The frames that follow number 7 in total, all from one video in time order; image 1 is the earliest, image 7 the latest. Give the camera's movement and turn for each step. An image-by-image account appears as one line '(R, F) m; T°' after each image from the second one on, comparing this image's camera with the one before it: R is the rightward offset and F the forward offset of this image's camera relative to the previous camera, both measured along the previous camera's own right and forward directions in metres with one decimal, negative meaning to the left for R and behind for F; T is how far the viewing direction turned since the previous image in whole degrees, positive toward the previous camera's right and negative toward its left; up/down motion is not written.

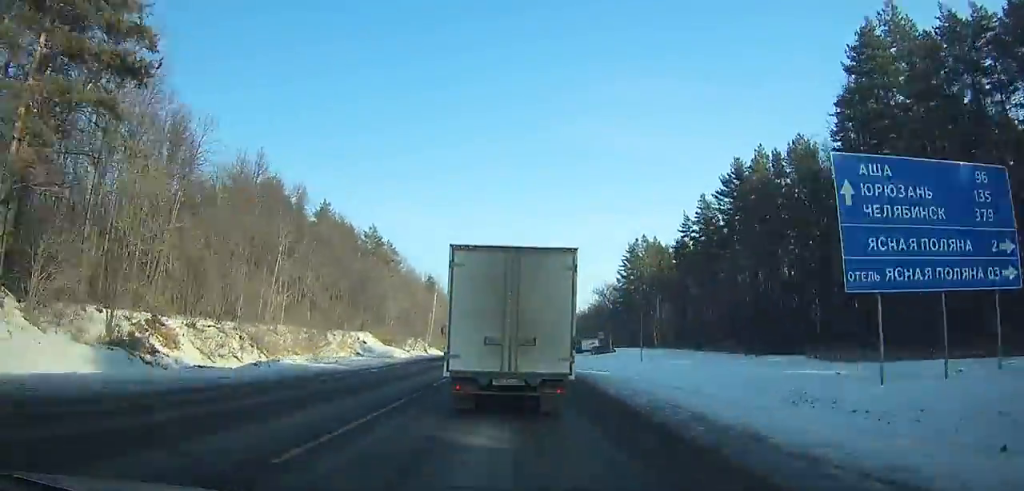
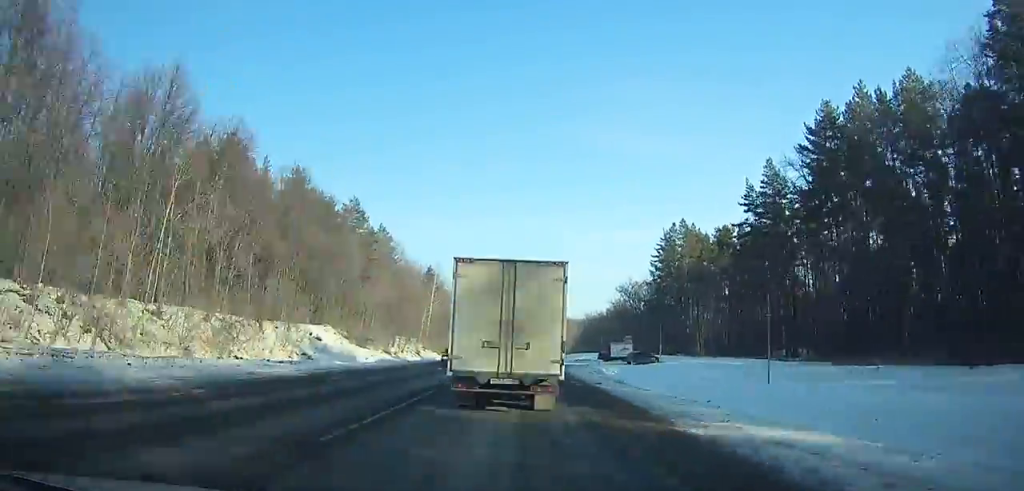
(0.0, +23.2) m; 0°
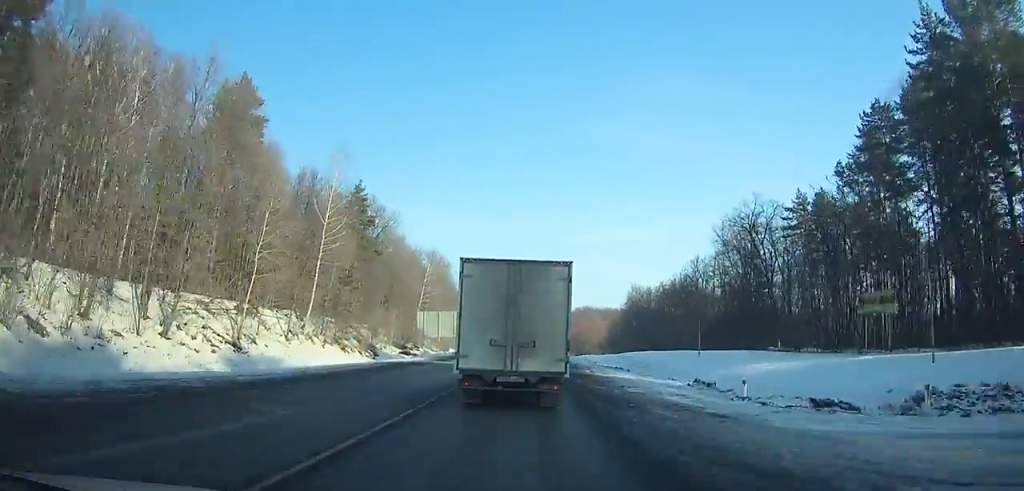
(+0.6, +76.0) m; 0°
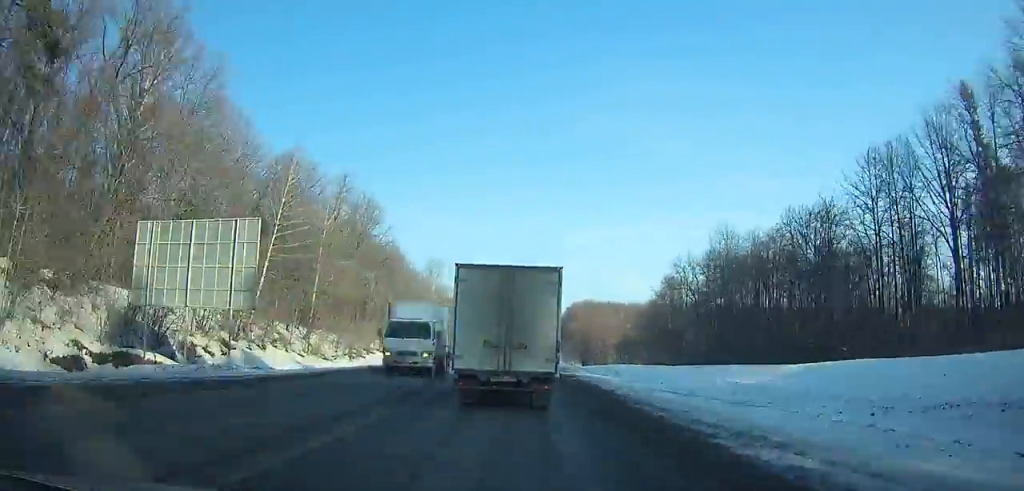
(0.0, +60.8) m; 0°
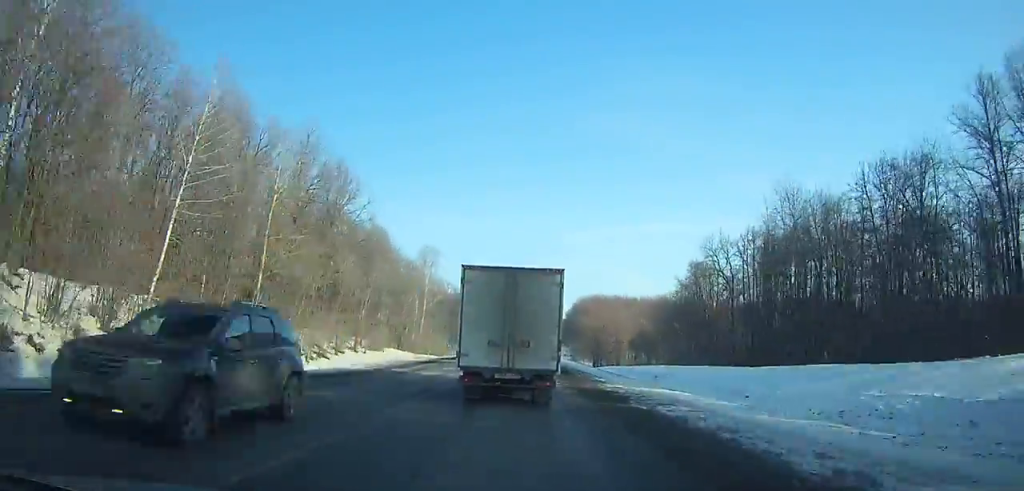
(0.0, +15.3) m; 0°
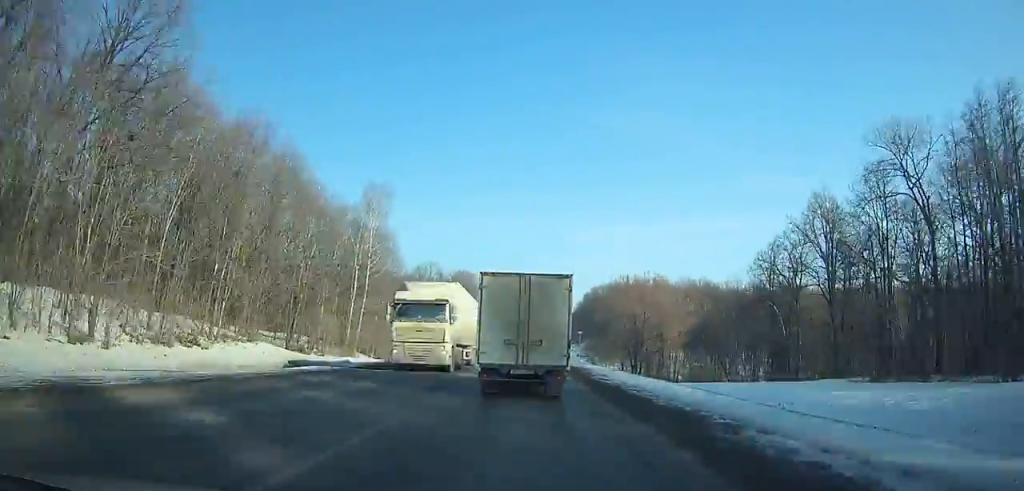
(0.0, +46.7) m; 0°
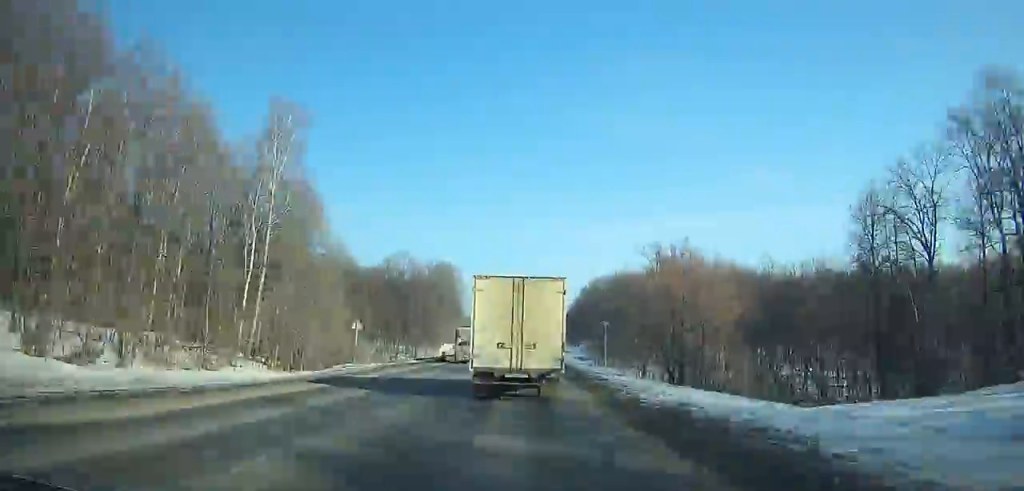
(+0.1, +27.7) m; 0°
